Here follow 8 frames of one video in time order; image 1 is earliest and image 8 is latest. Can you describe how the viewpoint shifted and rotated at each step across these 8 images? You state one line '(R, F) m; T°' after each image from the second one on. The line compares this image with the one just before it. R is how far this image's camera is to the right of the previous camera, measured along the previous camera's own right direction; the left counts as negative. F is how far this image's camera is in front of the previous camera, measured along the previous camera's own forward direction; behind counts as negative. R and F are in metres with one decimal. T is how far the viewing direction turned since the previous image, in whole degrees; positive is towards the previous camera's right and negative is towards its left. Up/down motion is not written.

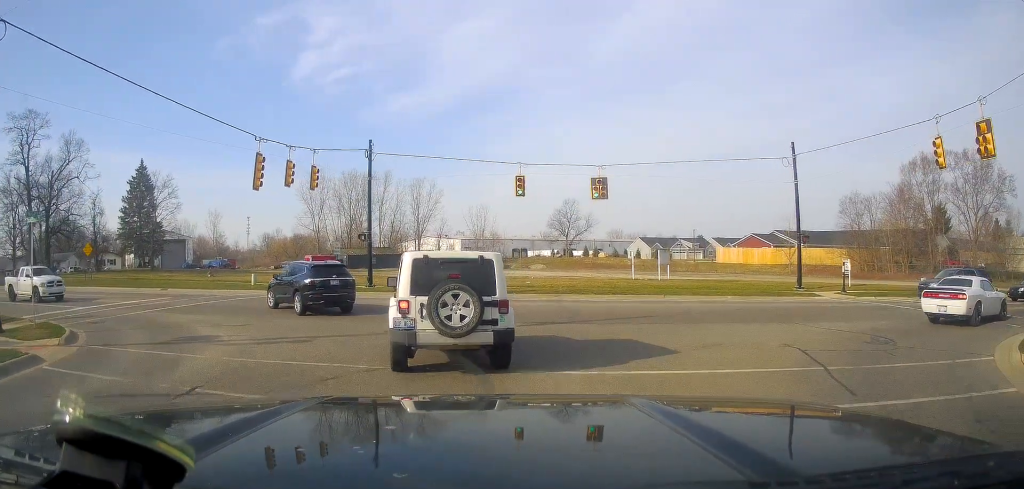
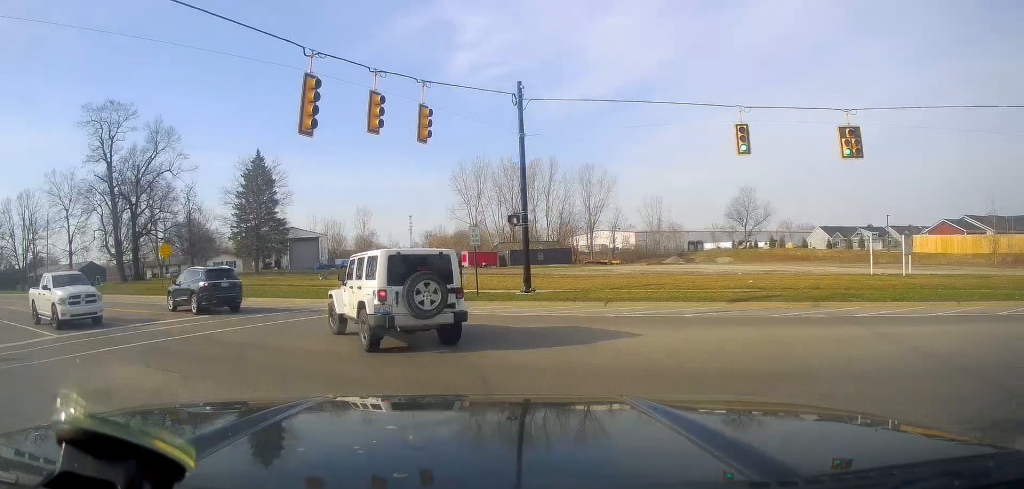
(0.0, +12.1) m; -13°
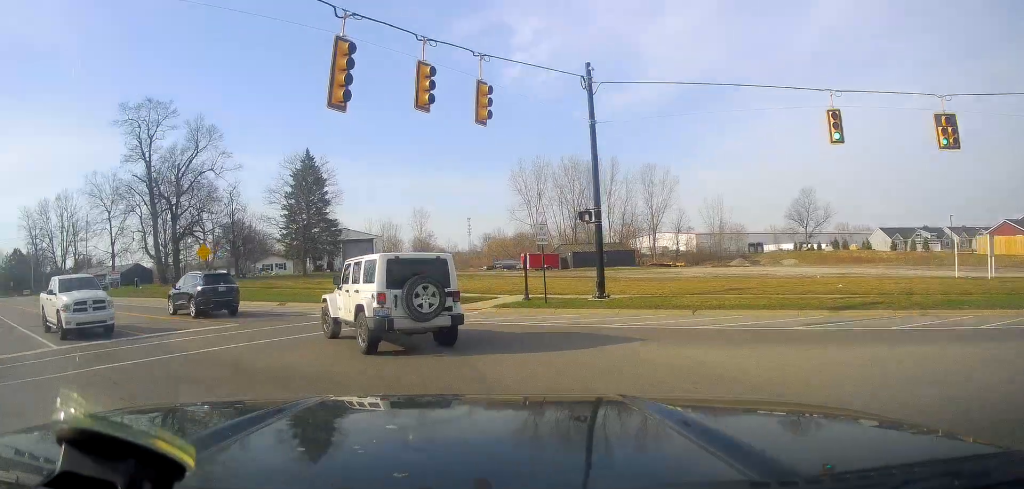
(+0.2, +2.7) m; -7°
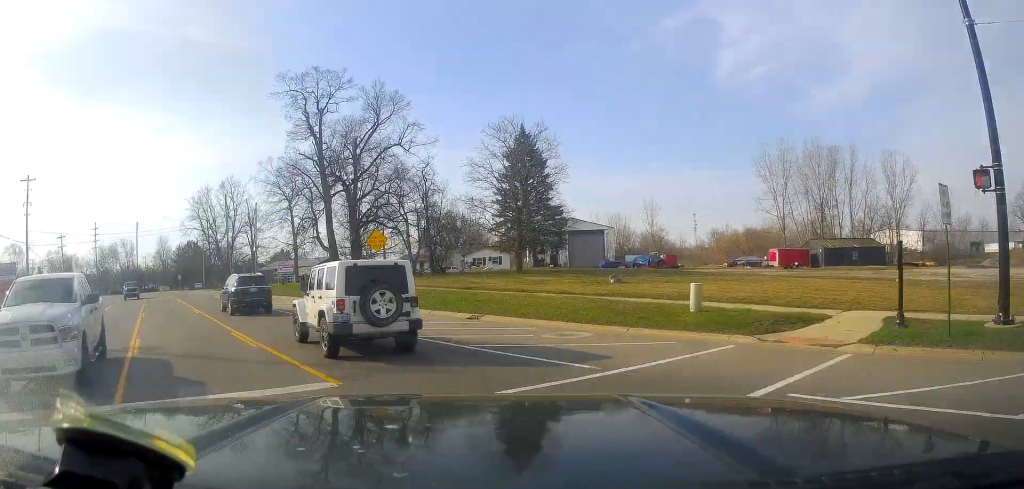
(-2.2, +11.2) m; -17°
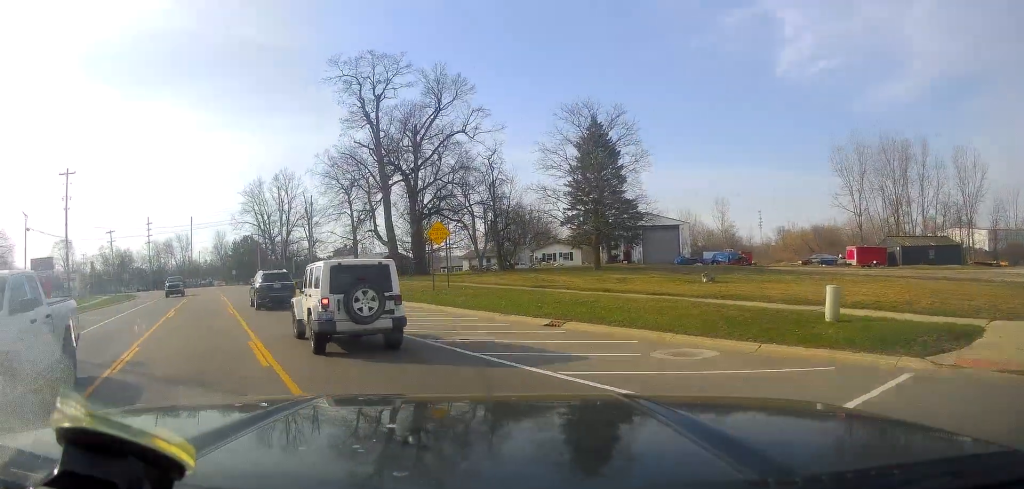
(+0.4, +3.9) m; -6°
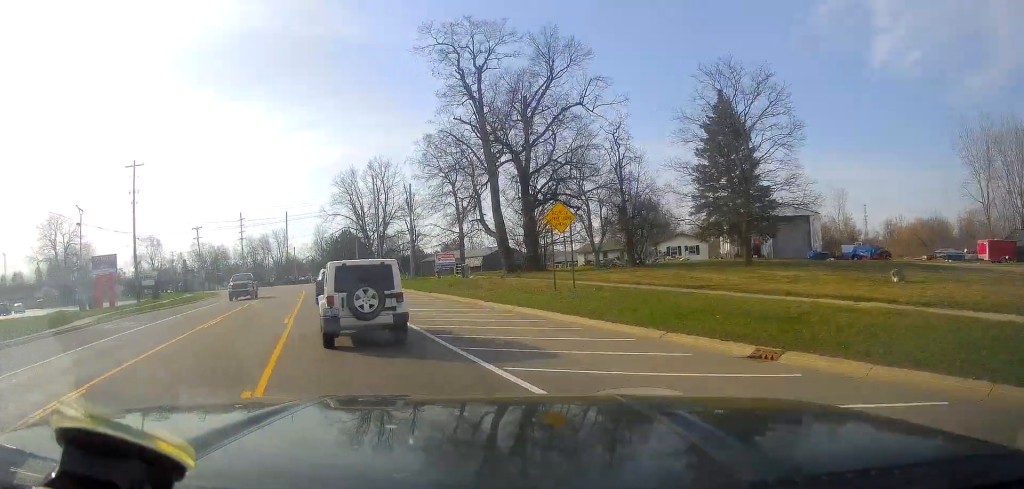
(-1.1, +6.6) m; -11°
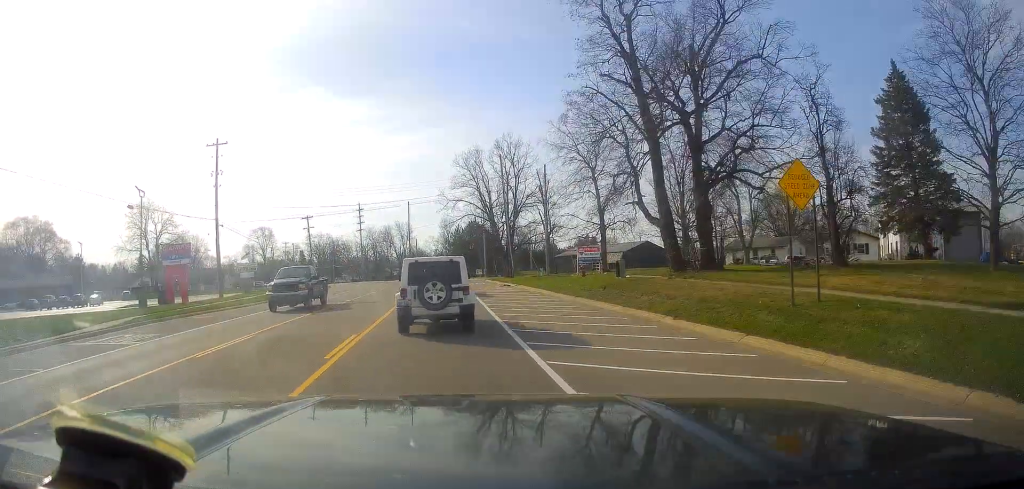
(-1.1, +9.4) m; -9°
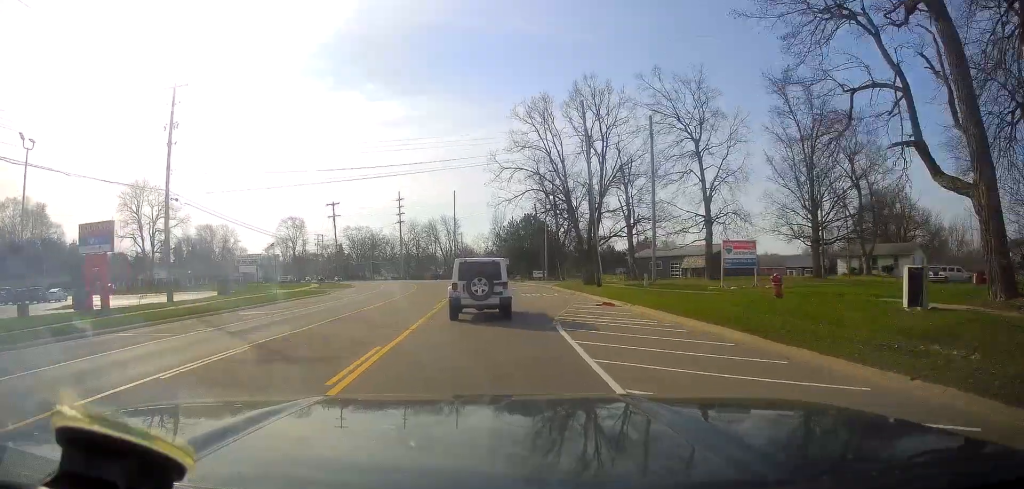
(-1.3, +19.1) m; -7°
